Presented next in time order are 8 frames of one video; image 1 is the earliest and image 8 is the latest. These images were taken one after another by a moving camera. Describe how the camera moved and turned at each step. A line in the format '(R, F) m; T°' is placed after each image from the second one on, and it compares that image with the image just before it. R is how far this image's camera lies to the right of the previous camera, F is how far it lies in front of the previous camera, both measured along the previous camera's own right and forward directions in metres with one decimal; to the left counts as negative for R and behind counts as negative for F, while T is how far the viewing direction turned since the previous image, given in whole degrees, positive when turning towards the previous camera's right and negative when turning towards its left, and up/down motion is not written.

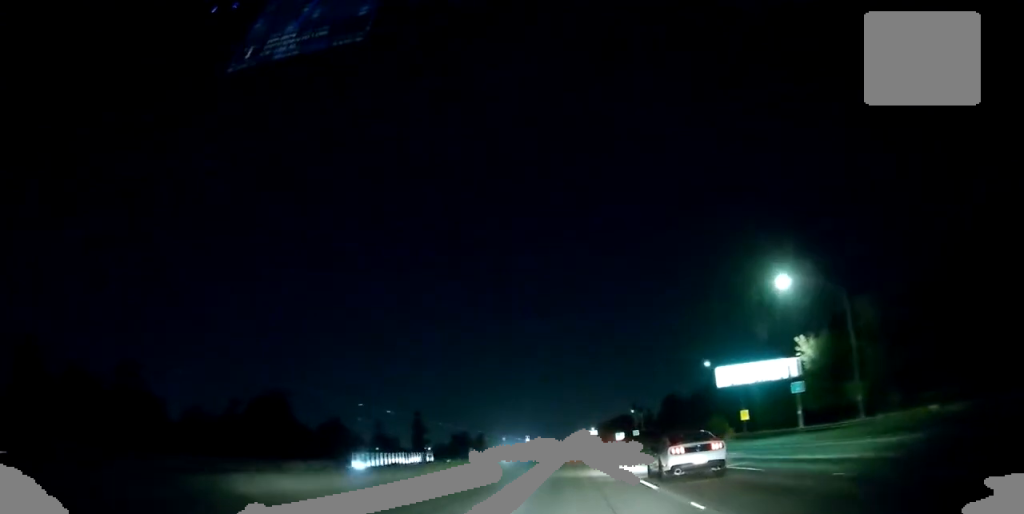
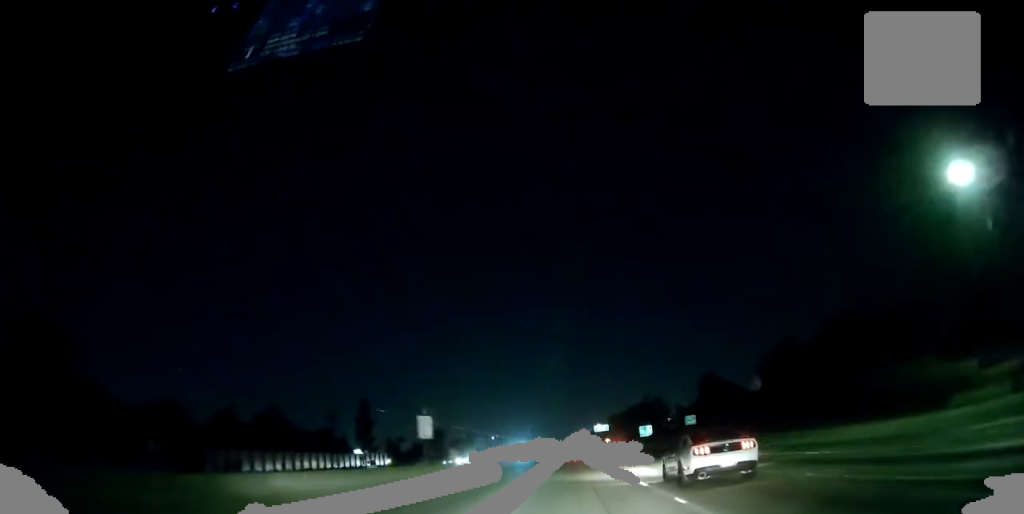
(-0.1, +71.4) m; 0°
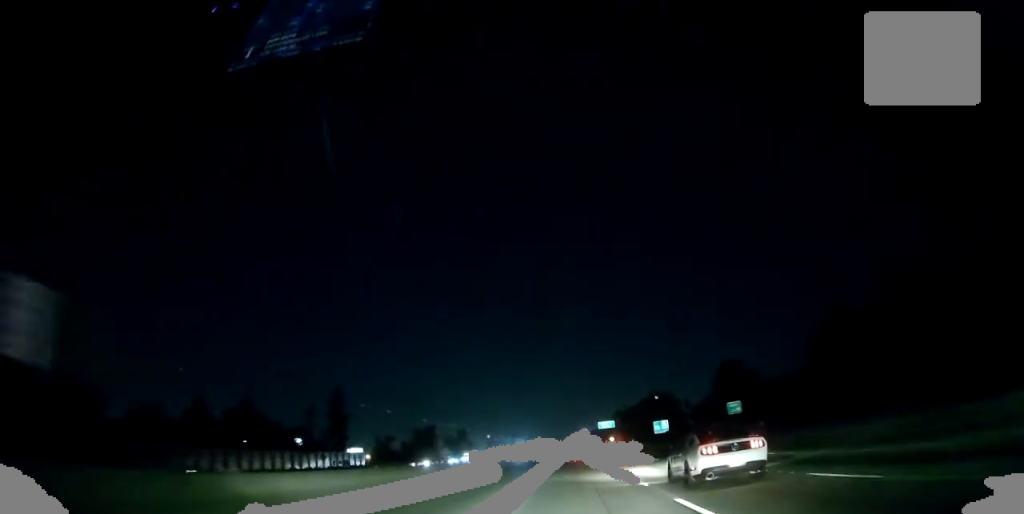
(+0.1, +24.0) m; 0°
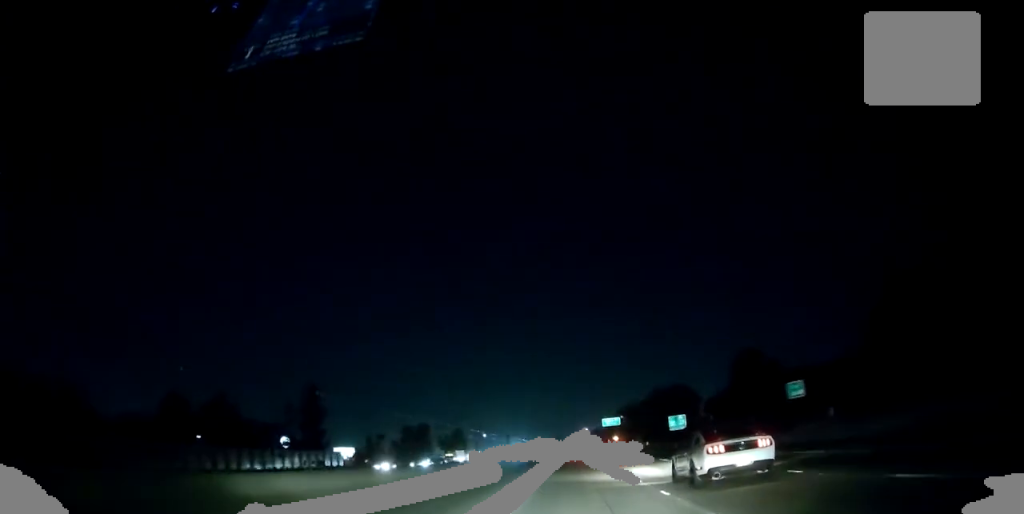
(0.0, +17.7) m; 0°
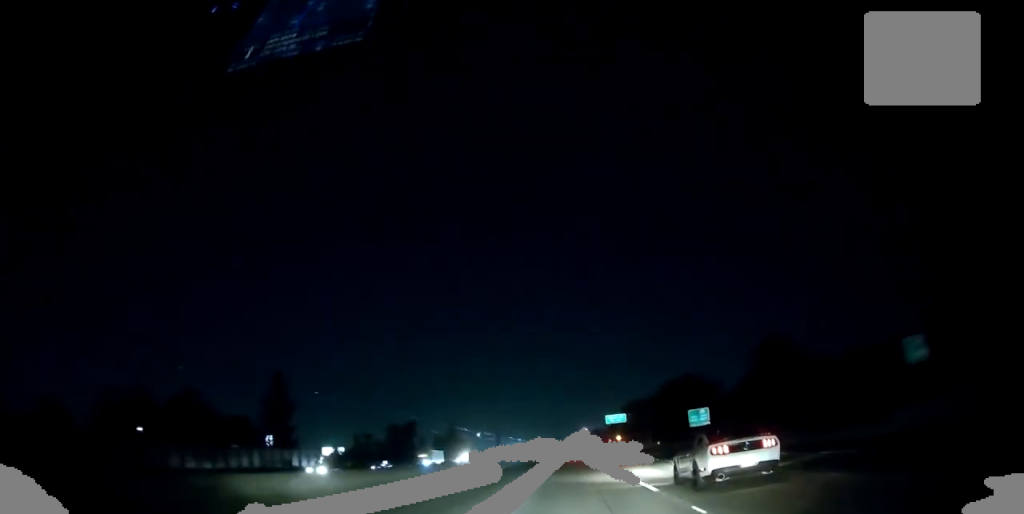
(-0.1, +18.8) m; 0°
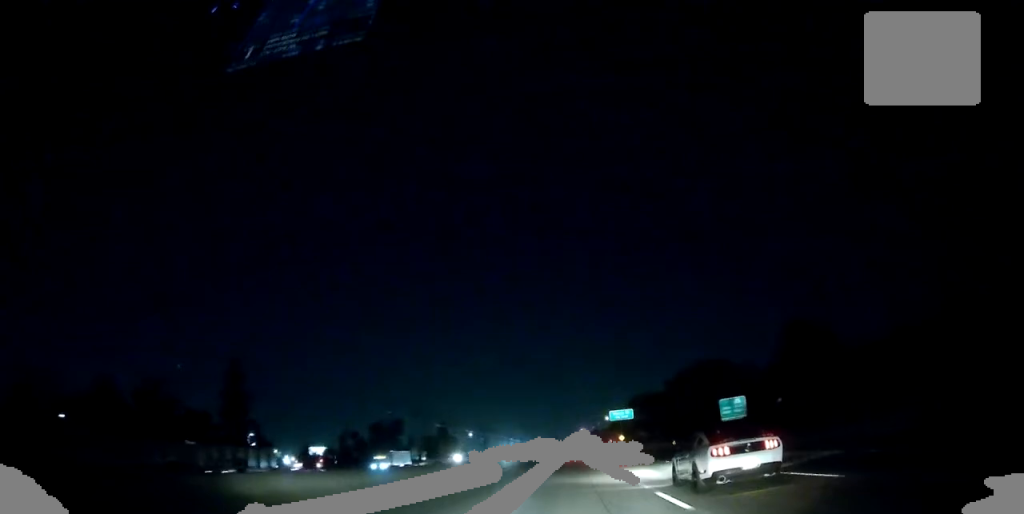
(-0.1, +18.8) m; 0°
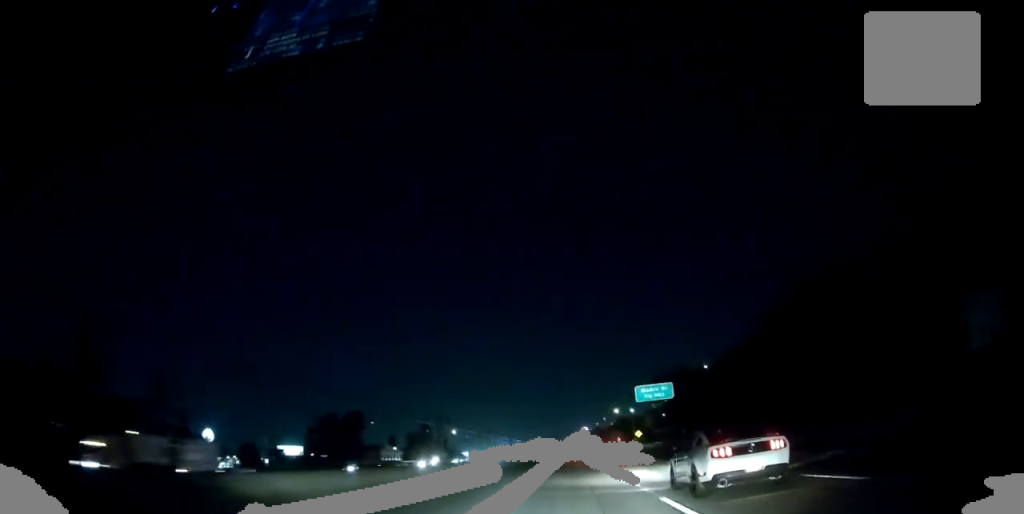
(+0.1, +46.3) m; 0°
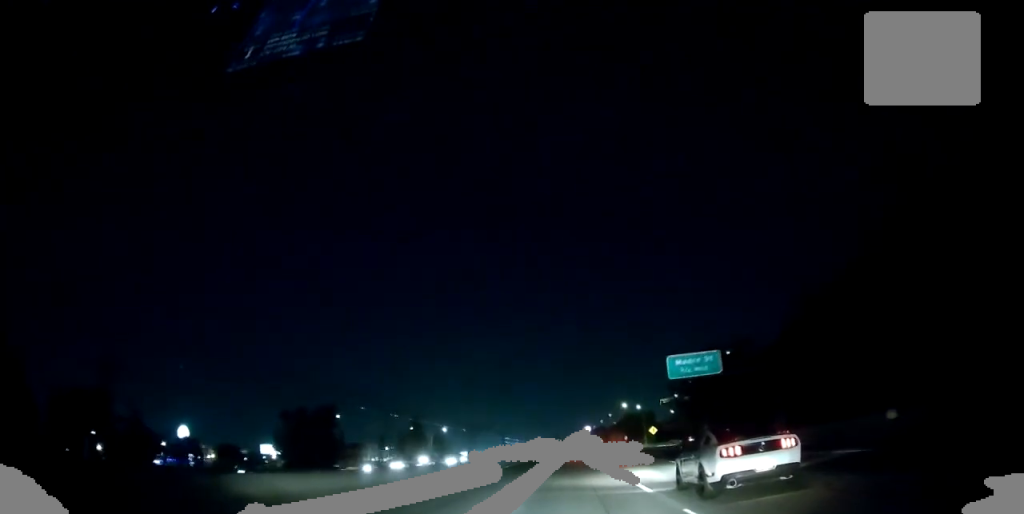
(+0.1, +22.1) m; 0°
